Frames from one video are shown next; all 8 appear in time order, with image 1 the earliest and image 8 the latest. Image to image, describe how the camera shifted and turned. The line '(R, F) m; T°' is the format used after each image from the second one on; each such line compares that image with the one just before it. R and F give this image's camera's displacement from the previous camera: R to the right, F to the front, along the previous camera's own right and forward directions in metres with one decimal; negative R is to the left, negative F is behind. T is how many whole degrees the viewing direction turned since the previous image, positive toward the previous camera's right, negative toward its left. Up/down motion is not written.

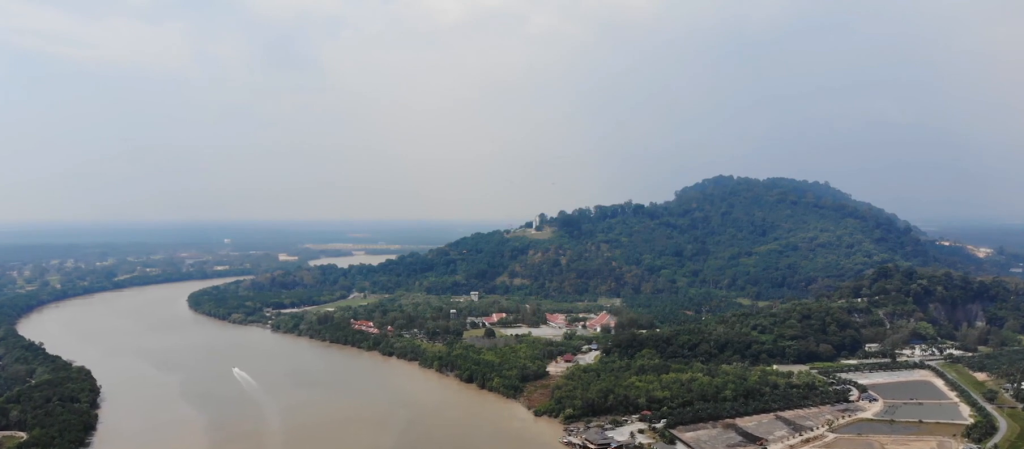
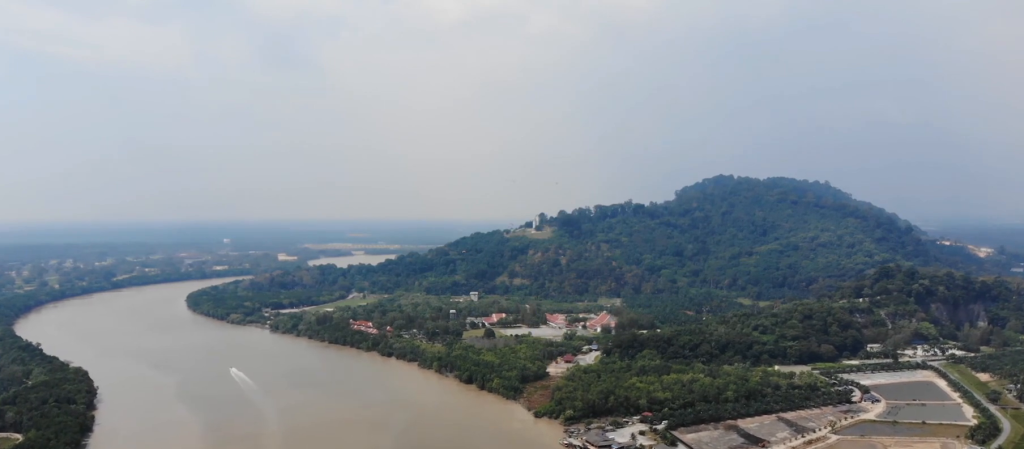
(0.0, +5.1) m; 0°
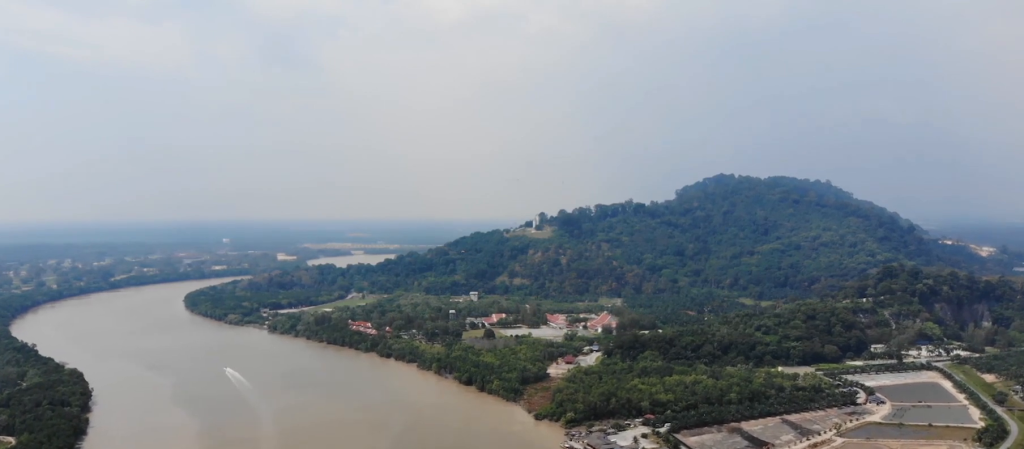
(0.0, +9.4) m; 0°
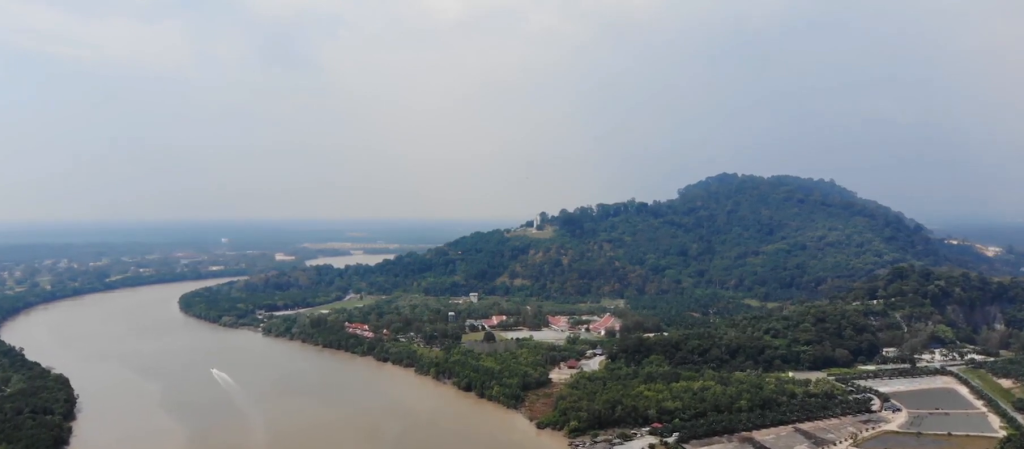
(-0.1, +26.7) m; 0°
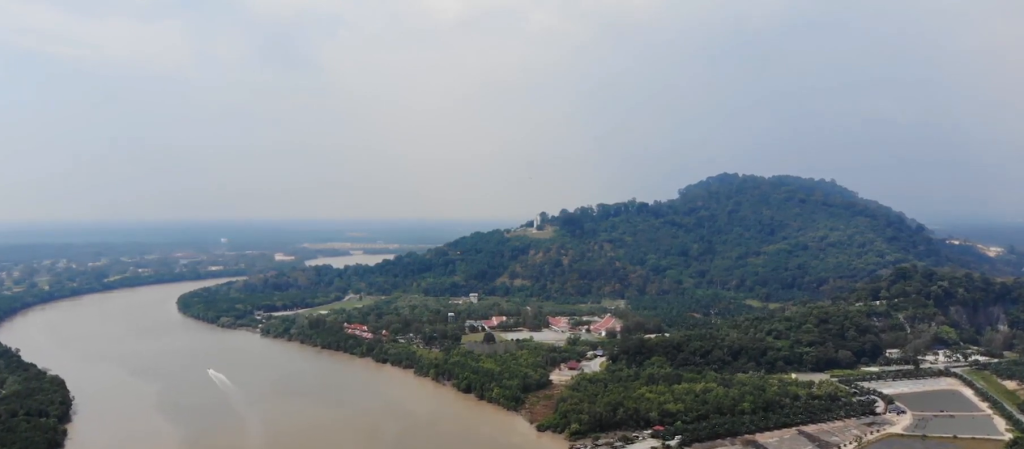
(0.0, +7.3) m; 0°
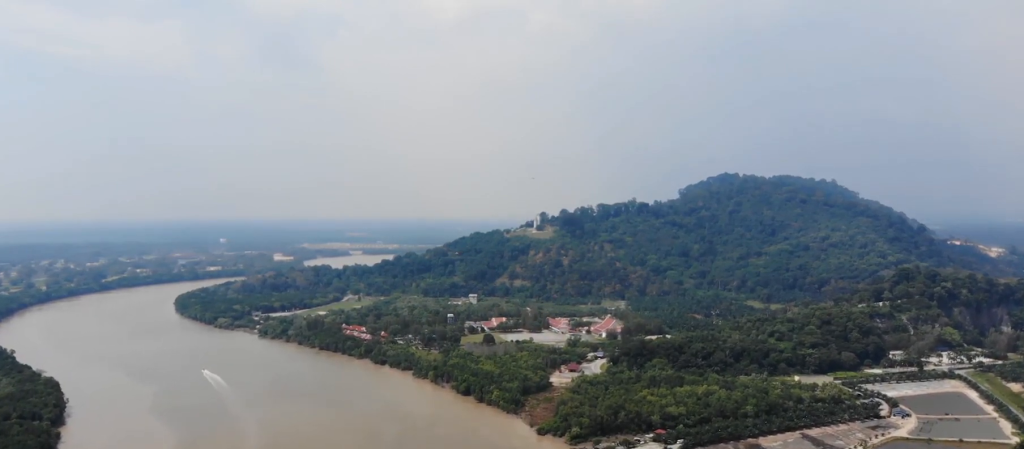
(0.0, +8.6) m; 0°
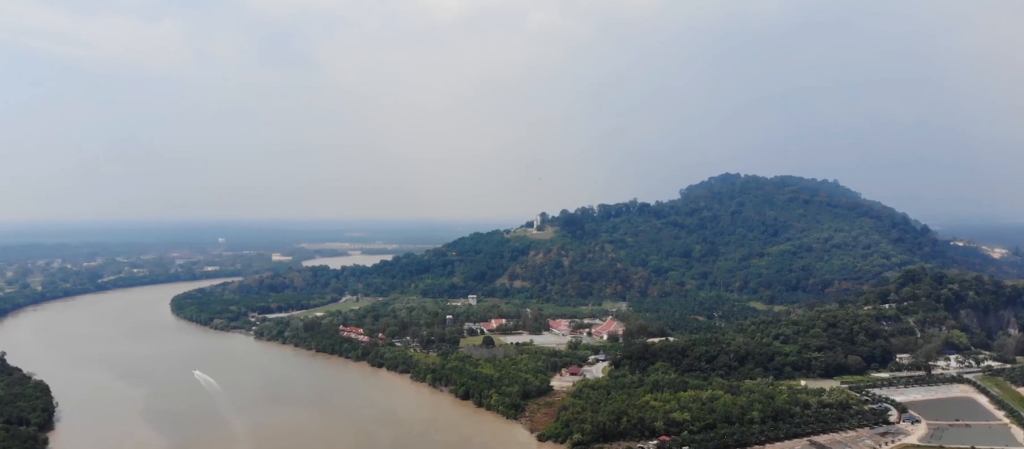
(0.0, +15.9) m; 0°
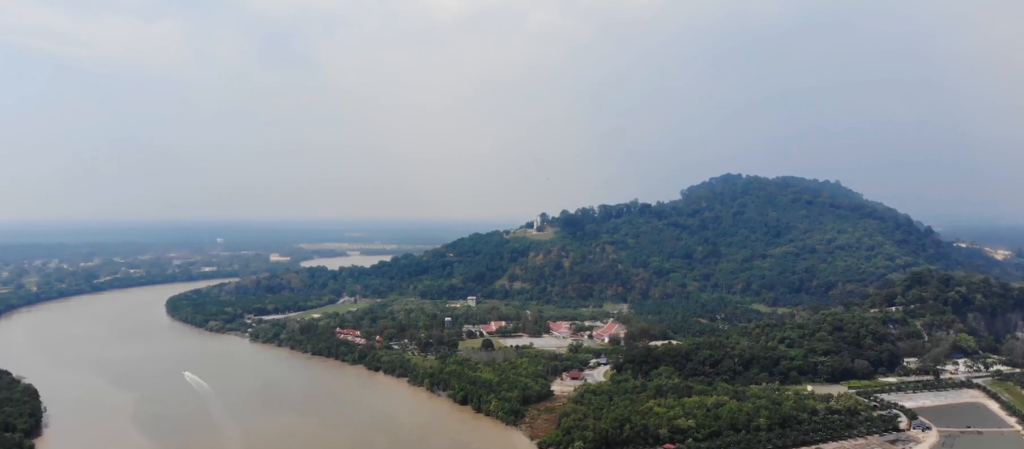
(0.0, +16.8) m; 0°
